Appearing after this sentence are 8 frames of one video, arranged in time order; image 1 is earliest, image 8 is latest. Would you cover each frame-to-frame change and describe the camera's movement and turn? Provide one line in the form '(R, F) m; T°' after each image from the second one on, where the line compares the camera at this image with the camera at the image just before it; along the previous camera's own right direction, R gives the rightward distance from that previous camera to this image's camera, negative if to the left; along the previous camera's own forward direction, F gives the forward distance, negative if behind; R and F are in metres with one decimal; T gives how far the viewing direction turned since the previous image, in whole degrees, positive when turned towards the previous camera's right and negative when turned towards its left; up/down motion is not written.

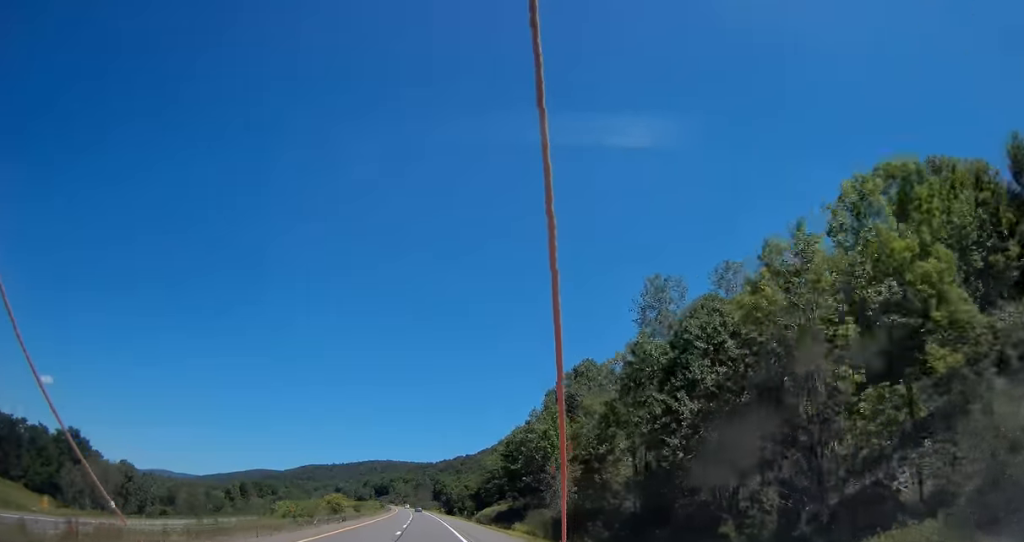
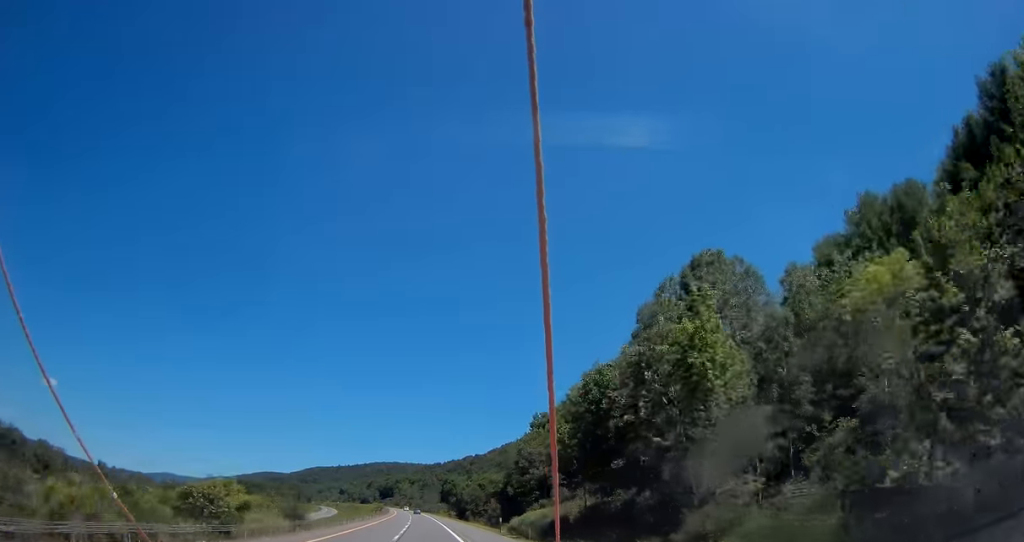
(-0.5, +39.5) m; 0°
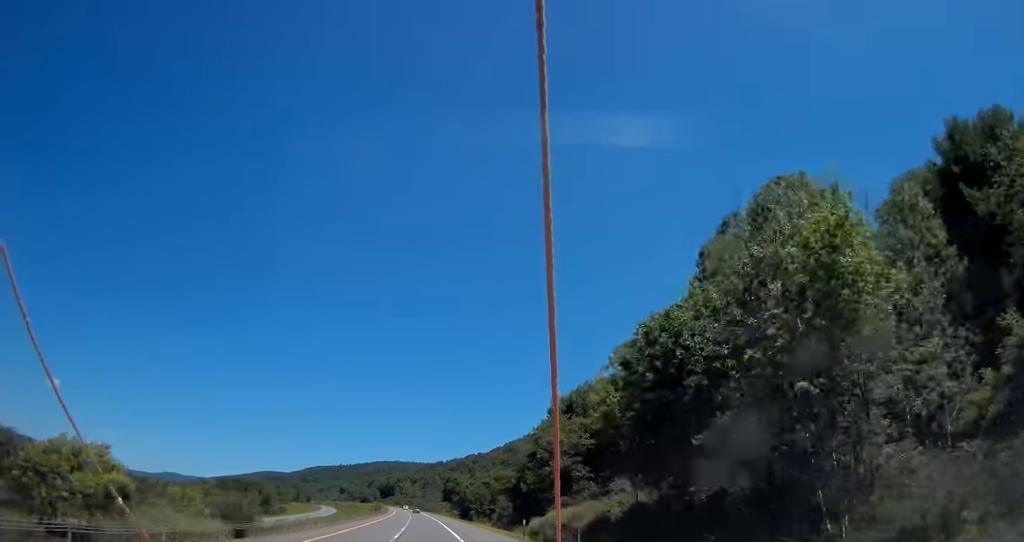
(+0.2, +12.8) m; 0°
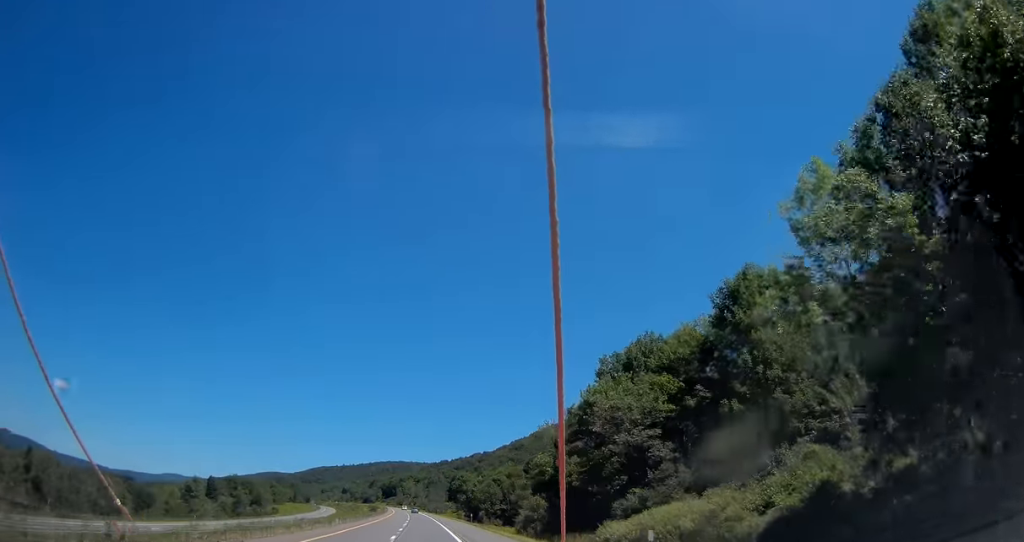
(+0.2, +23.7) m; 0°
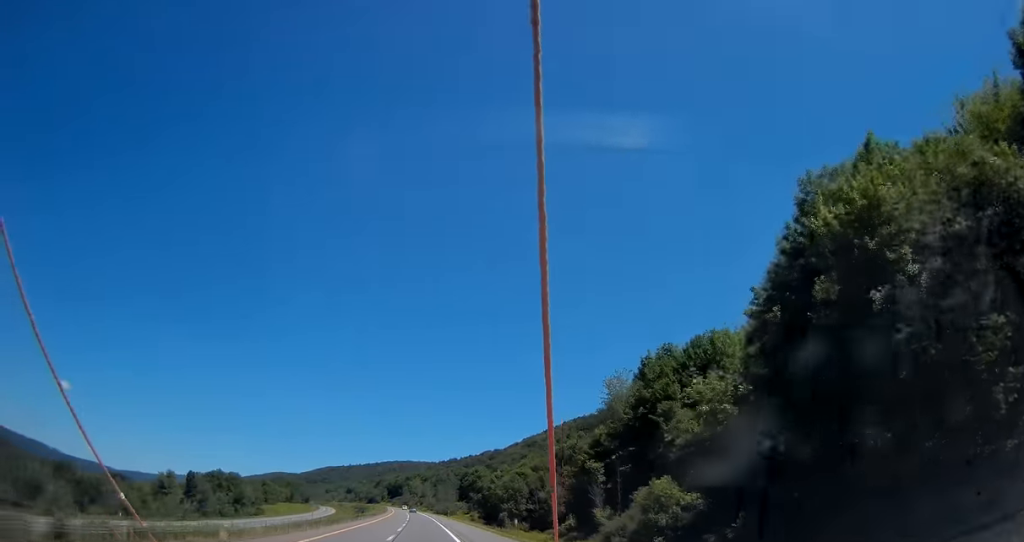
(-0.7, +36.4) m; -1°
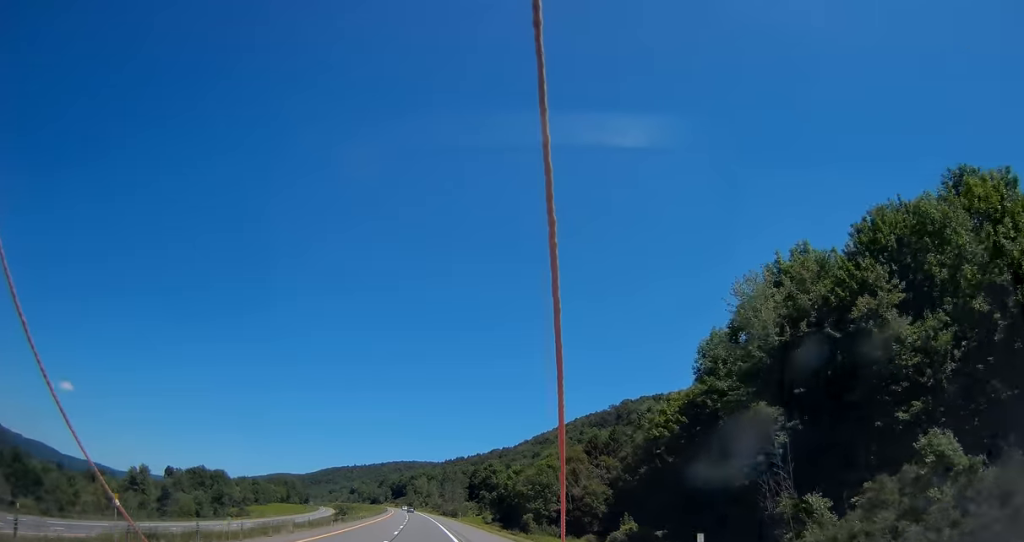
(-0.1, +29.6) m; 0°
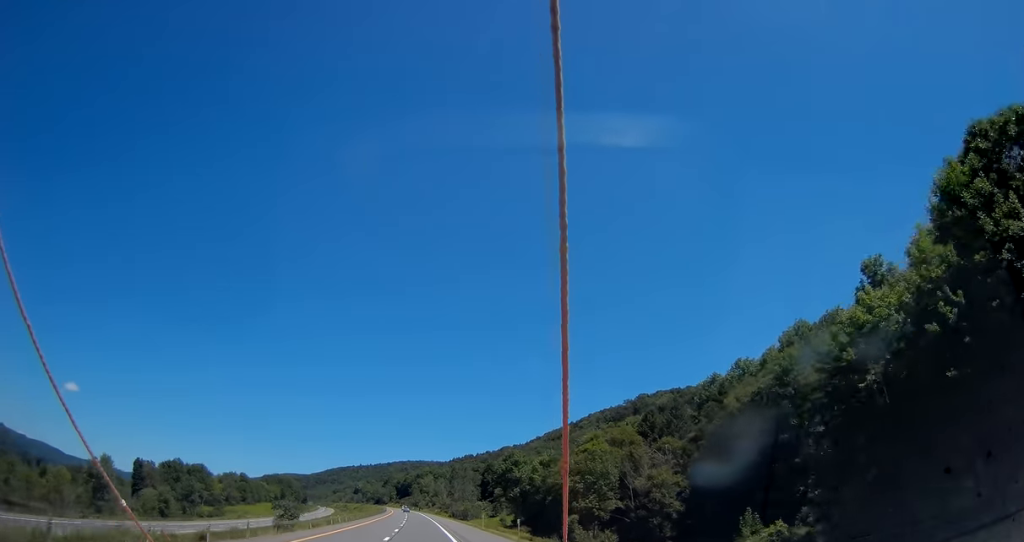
(0.0, +32.6) m; -1°
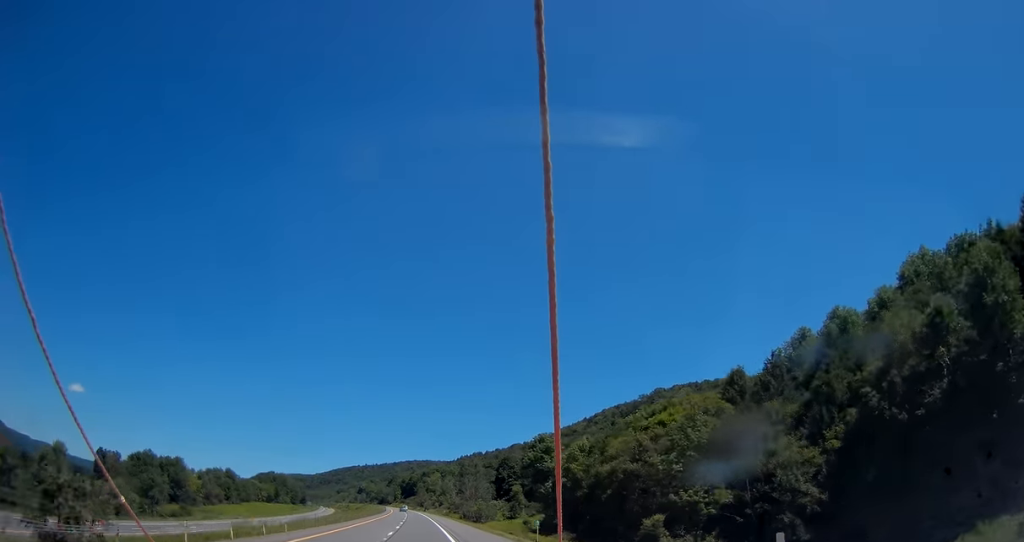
(-0.5, +30.7) m; -1°
